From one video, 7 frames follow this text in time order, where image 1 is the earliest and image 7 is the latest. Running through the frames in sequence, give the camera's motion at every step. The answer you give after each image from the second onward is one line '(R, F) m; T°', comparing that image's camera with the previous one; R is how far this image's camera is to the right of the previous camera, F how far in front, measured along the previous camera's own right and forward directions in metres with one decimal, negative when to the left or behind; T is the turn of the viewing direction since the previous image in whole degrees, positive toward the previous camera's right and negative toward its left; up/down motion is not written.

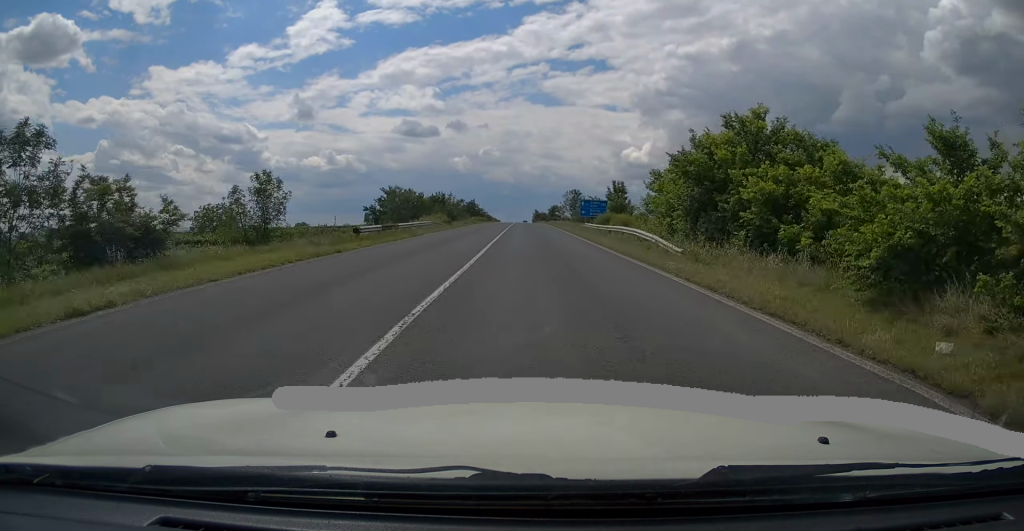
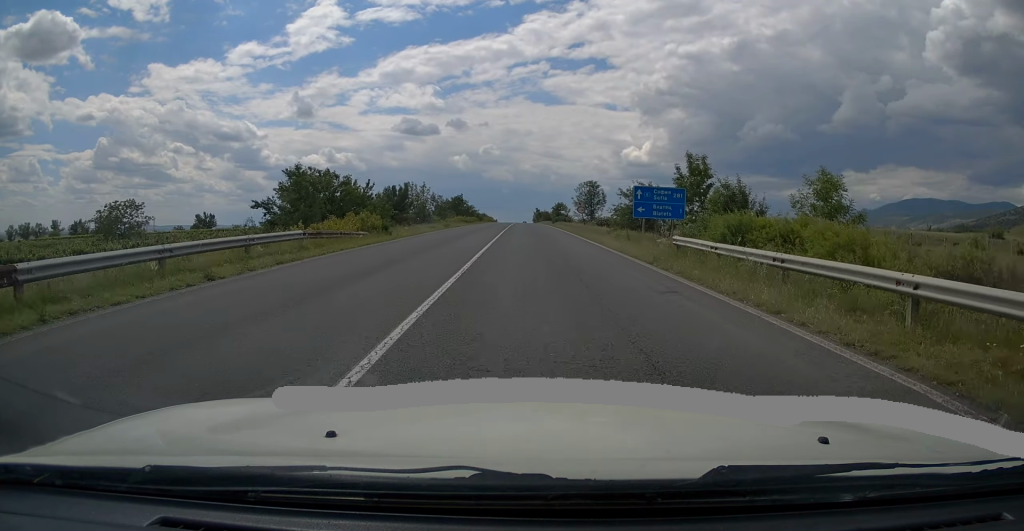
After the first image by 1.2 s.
(+0.1, +25.6) m; 0°
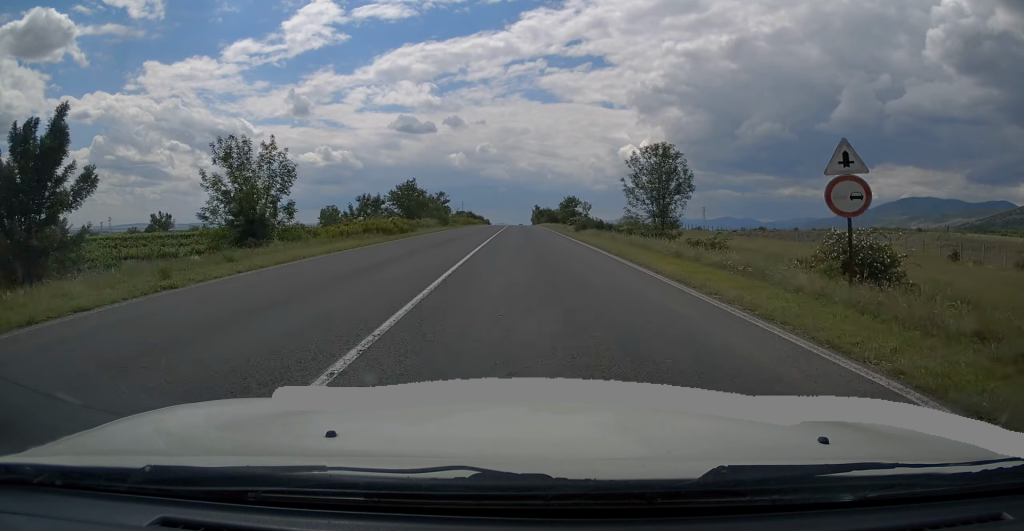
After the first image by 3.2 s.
(-0.1, +43.0) m; 0°
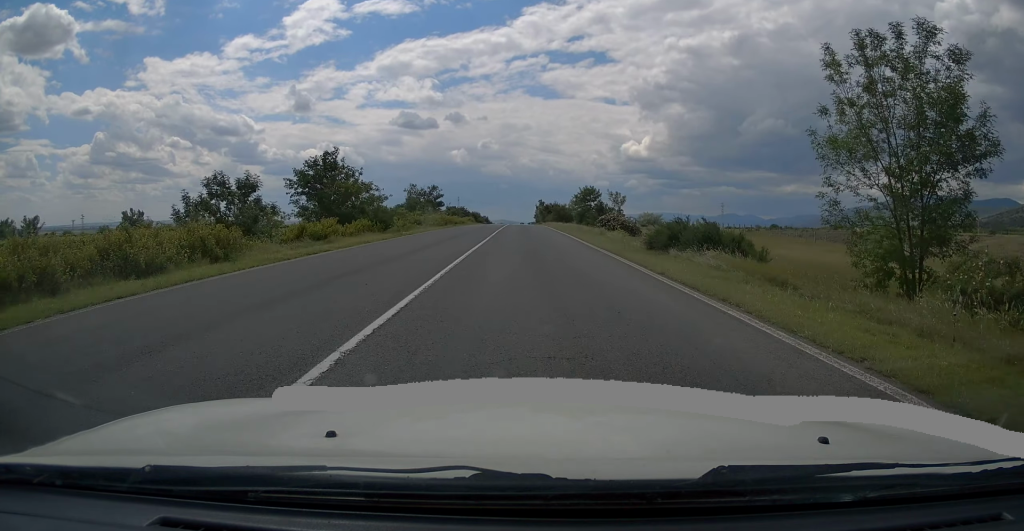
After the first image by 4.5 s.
(+0.1, +26.2) m; 0°
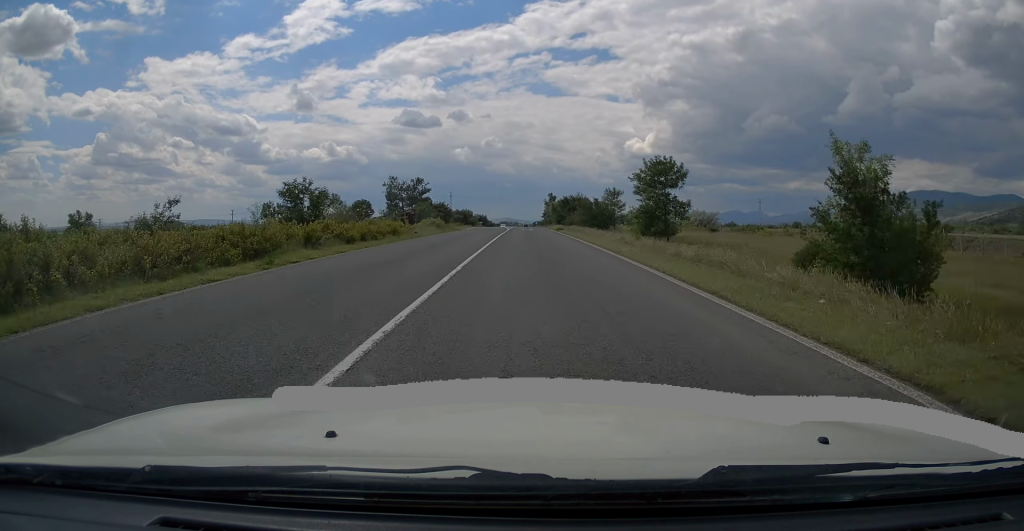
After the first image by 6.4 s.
(-0.6, +41.4) m; 0°
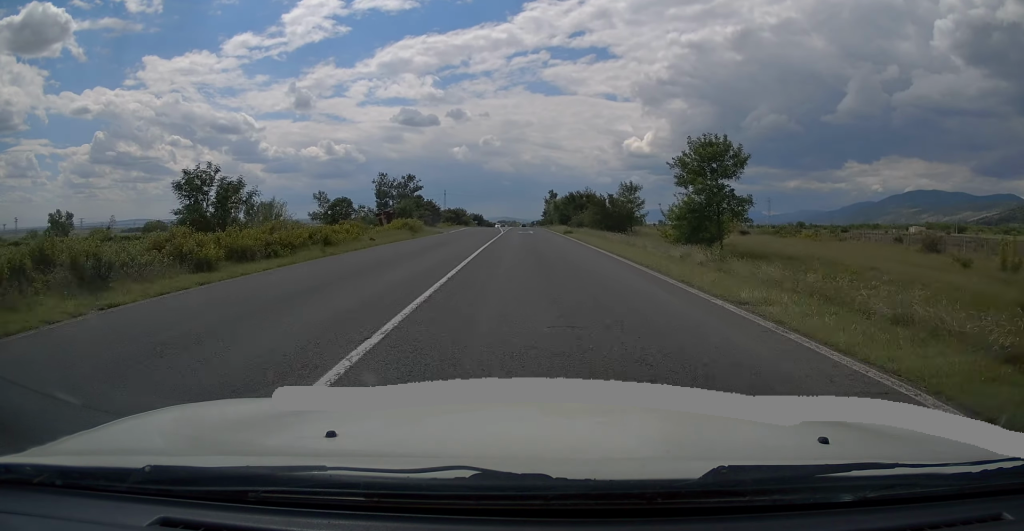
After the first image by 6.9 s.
(0.0, +11.5) m; 0°
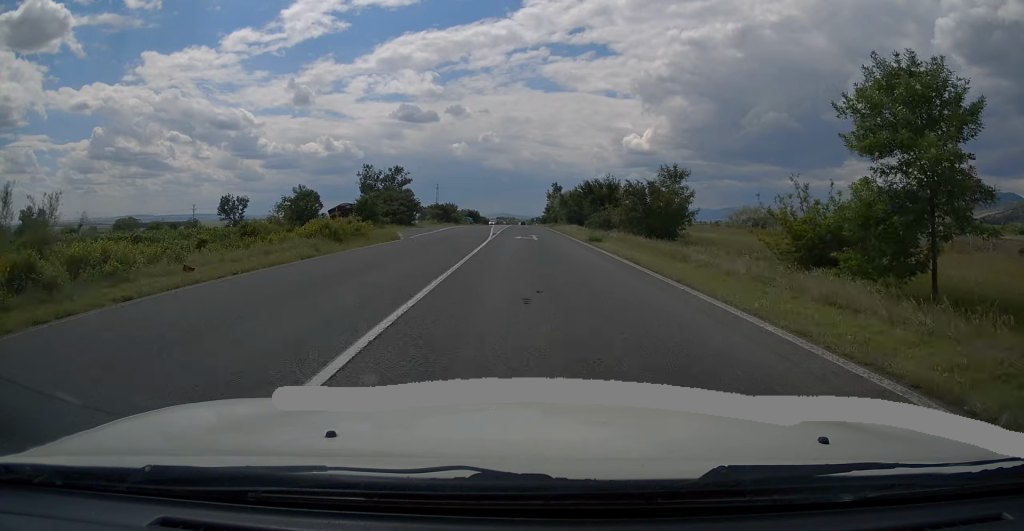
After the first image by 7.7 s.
(+0.3, +16.4) m; 0°
